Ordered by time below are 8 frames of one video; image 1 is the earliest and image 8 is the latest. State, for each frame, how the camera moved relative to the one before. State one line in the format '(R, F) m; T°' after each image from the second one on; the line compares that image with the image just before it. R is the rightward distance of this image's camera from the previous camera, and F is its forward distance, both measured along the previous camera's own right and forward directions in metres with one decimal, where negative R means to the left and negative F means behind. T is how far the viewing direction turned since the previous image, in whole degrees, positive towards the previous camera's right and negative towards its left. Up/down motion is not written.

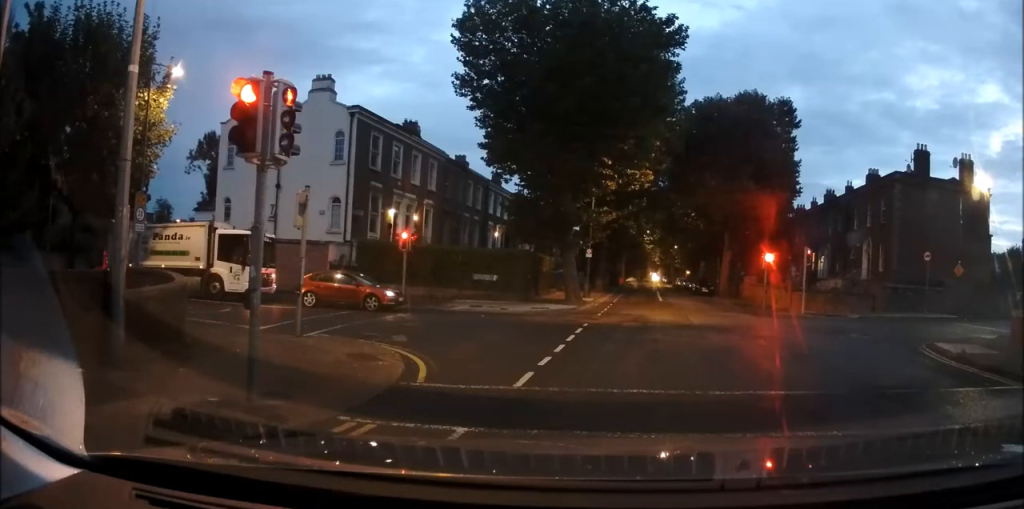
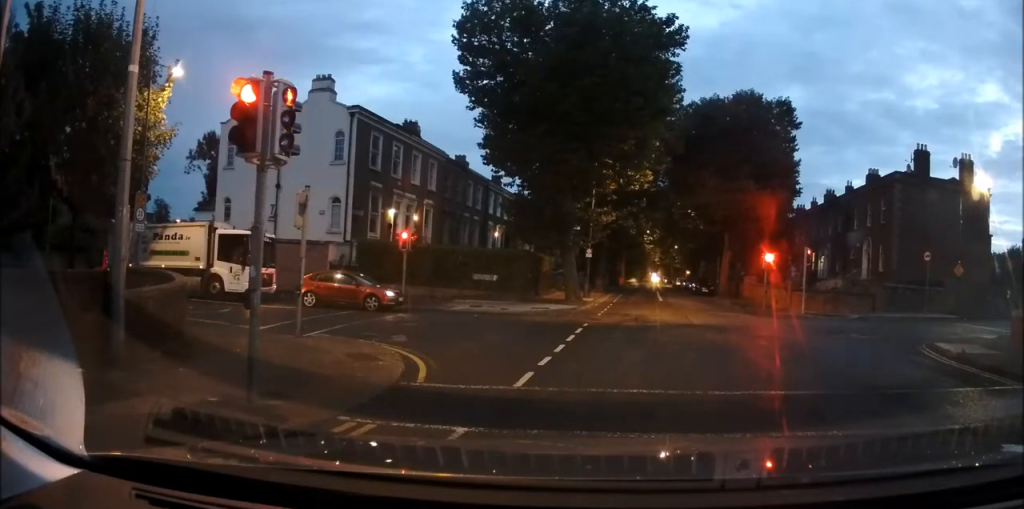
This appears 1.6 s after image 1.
(0.0, 0.0) m; 0°
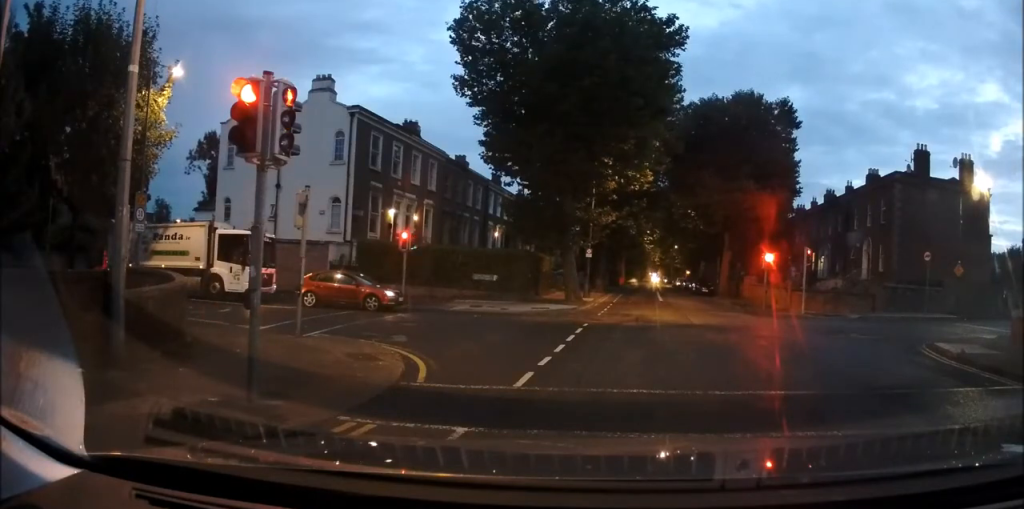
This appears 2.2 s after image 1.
(0.0, 0.0) m; 0°
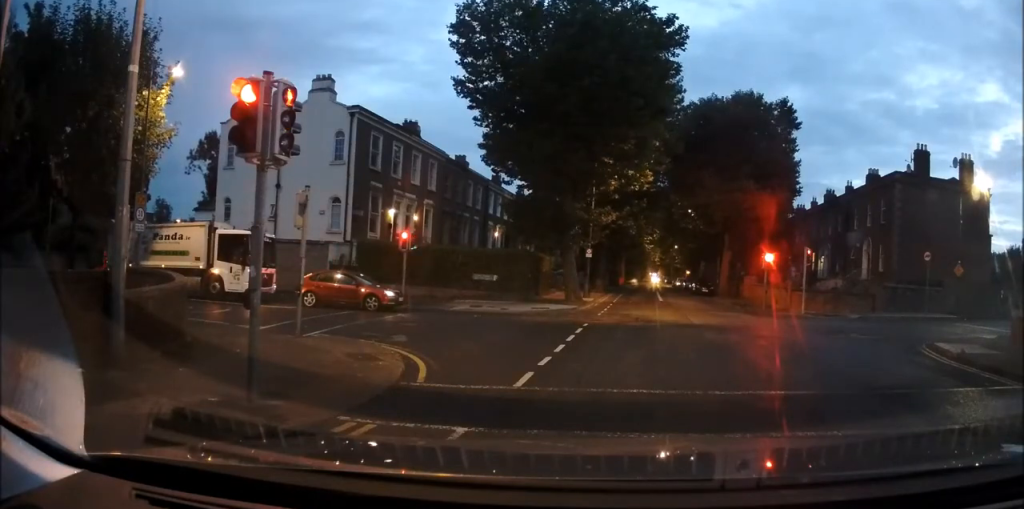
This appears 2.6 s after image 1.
(0.0, 0.0) m; 0°
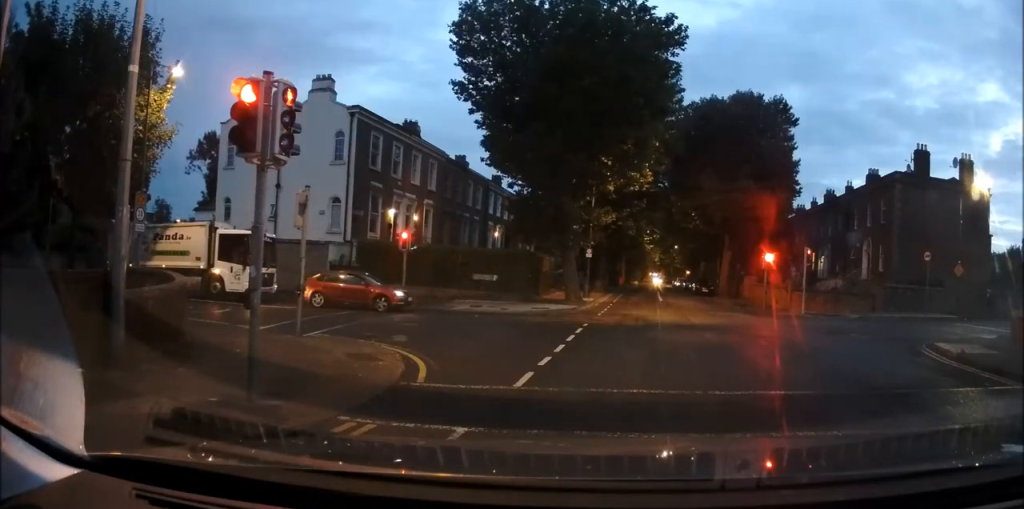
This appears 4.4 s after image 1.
(0.0, 0.0) m; 0°
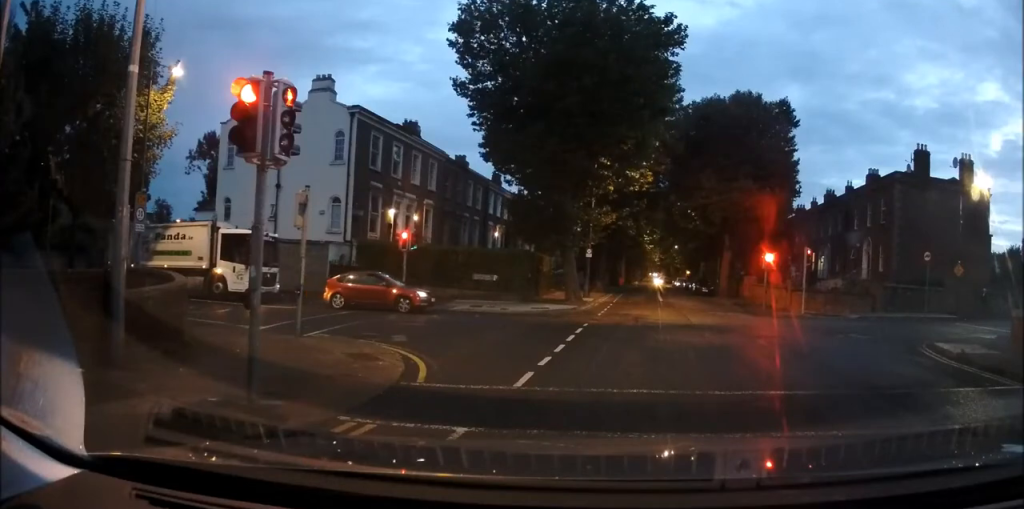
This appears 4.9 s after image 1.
(0.0, 0.0) m; 0°
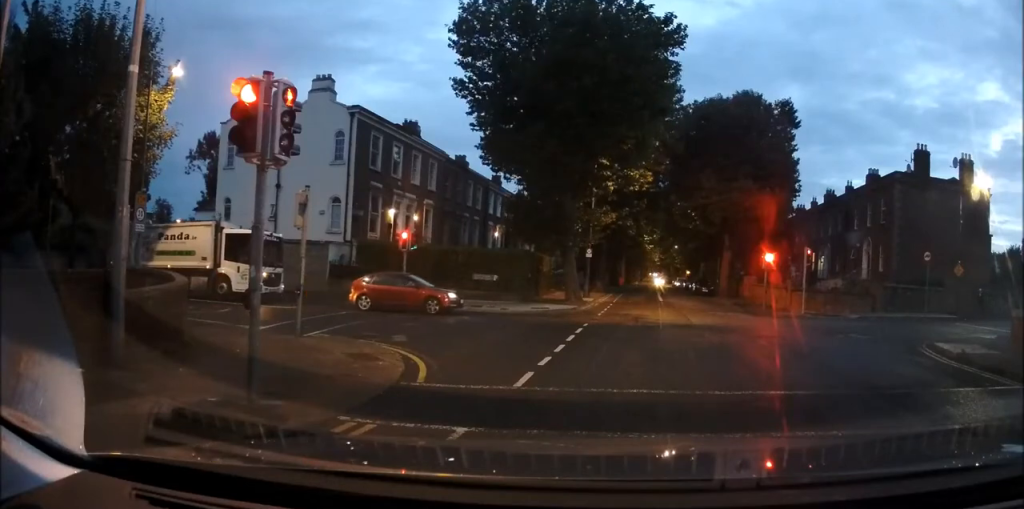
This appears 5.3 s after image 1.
(0.0, 0.0) m; 0°
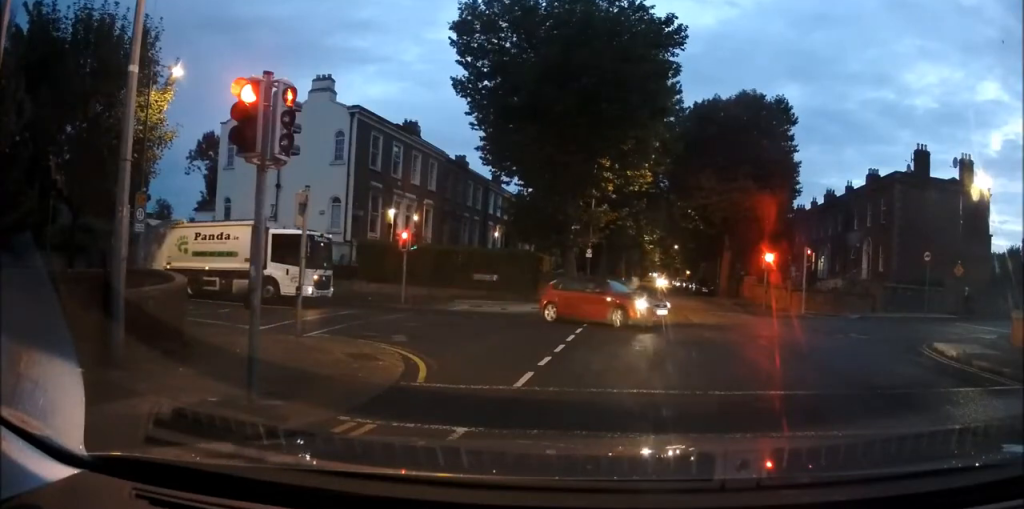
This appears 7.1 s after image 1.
(0.0, 0.0) m; 0°
